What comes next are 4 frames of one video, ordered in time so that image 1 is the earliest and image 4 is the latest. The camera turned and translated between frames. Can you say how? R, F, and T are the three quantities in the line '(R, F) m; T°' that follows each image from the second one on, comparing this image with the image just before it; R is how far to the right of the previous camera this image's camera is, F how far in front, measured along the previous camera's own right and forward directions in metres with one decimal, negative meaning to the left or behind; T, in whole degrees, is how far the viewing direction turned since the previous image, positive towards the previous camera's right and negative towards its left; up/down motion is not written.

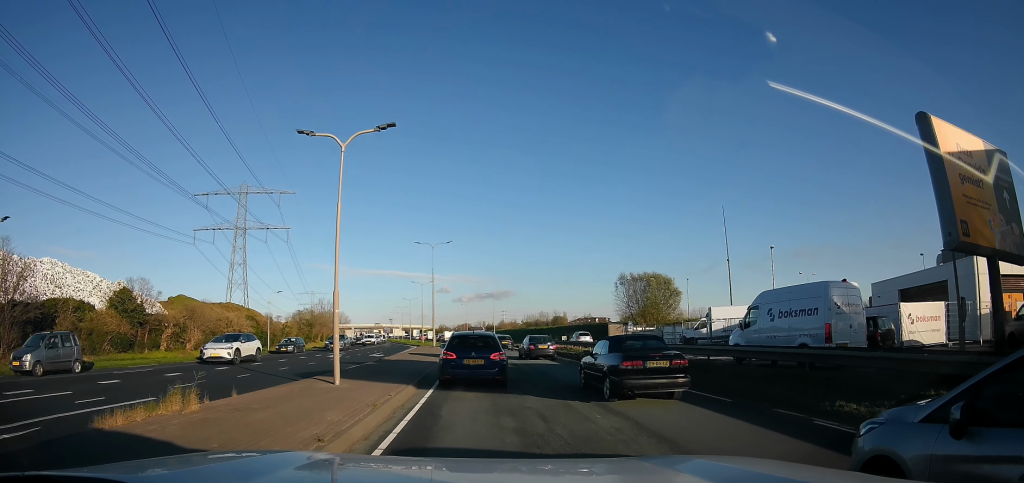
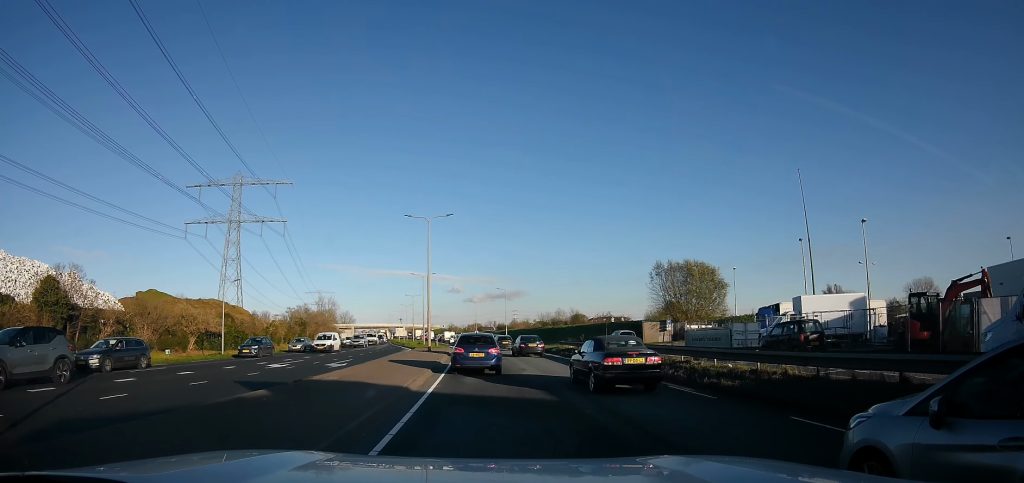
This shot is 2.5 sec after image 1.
(+0.5, +10.3) m; +2°
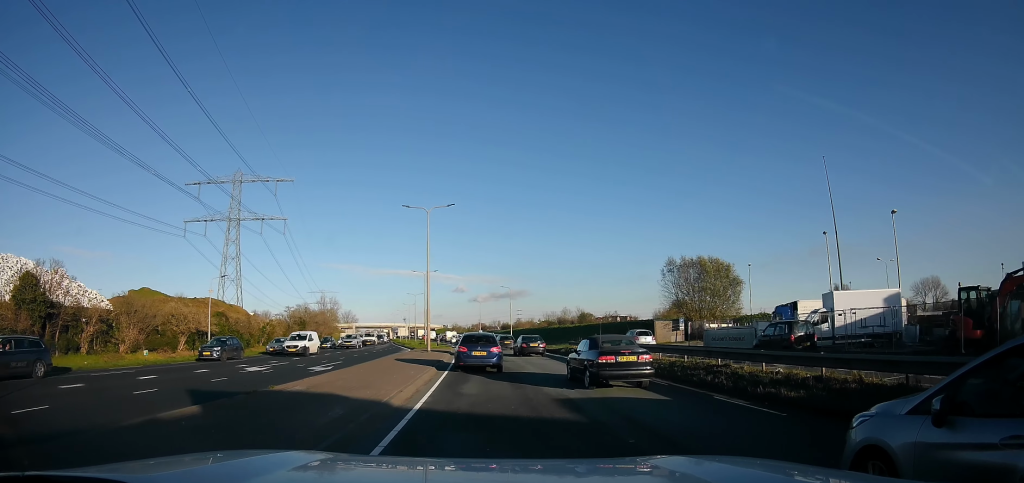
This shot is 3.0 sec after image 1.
(+0.5, +2.5) m; +2°
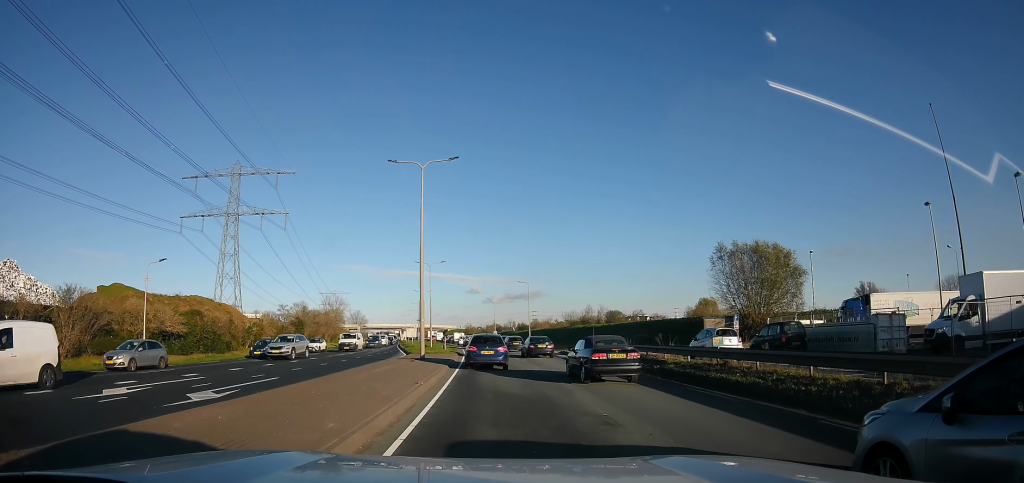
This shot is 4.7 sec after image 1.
(+0.3, +9.1) m; +3°
